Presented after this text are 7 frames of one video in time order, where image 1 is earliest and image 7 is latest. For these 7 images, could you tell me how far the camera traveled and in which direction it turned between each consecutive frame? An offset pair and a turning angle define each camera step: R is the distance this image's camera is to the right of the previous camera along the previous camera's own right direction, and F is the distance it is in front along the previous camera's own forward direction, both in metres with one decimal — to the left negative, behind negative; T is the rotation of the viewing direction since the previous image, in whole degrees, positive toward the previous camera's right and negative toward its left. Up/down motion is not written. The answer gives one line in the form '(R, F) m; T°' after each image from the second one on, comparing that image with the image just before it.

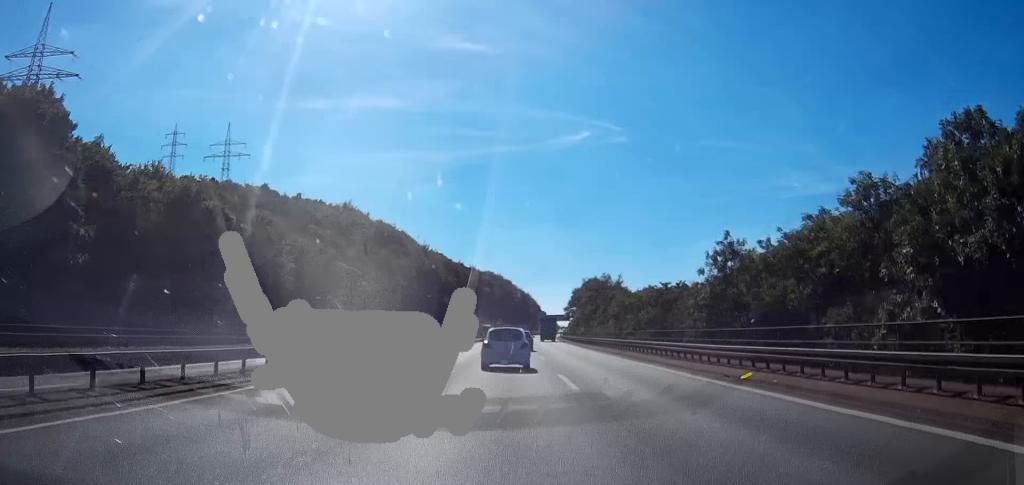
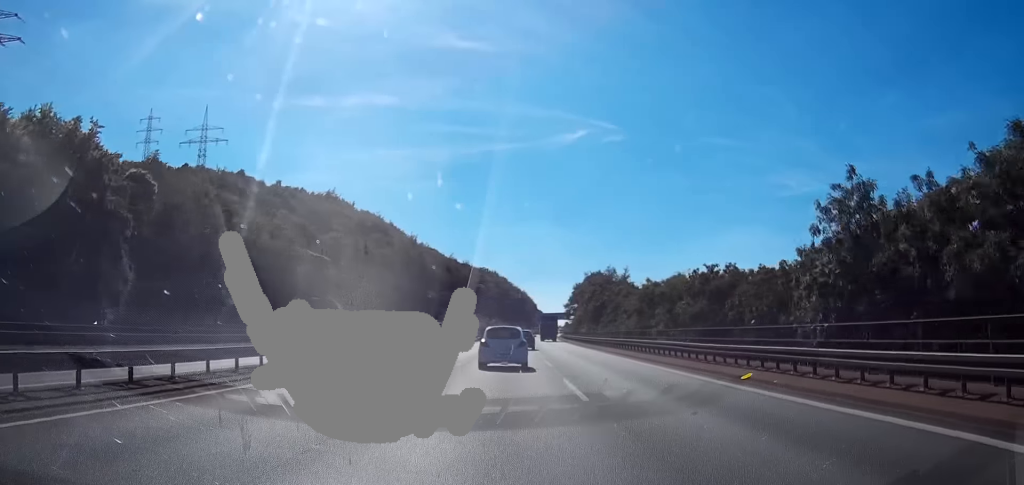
(+0.2, +21.2) m; 0°
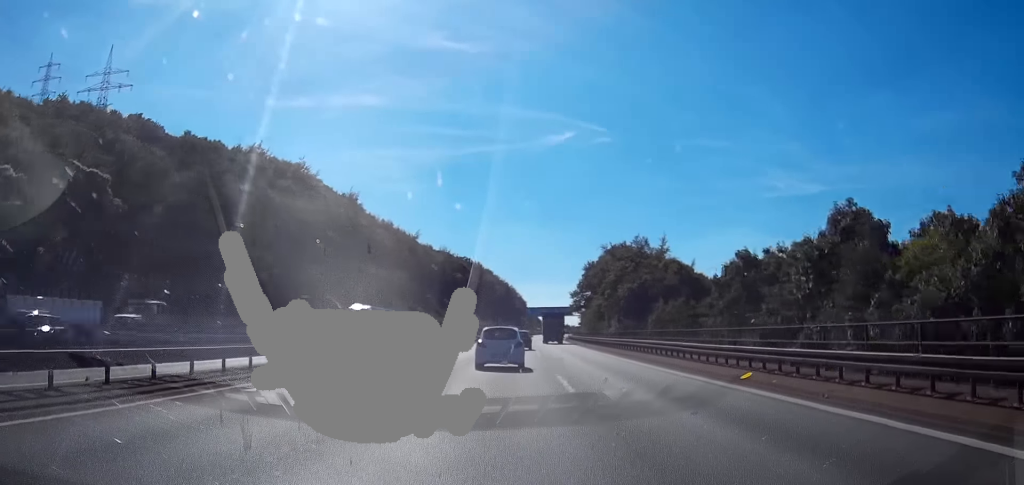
(+1.0, +71.0) m; +2°
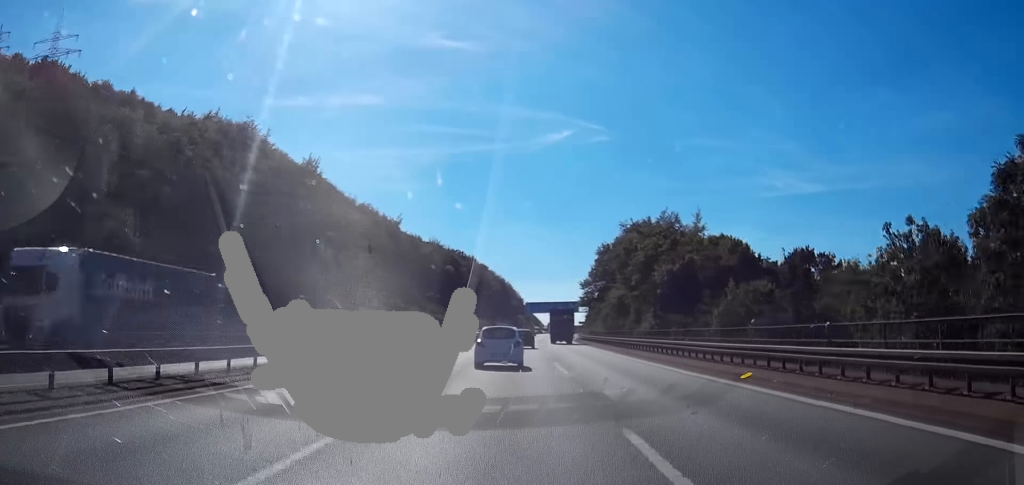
(+0.2, +30.5) m; +1°
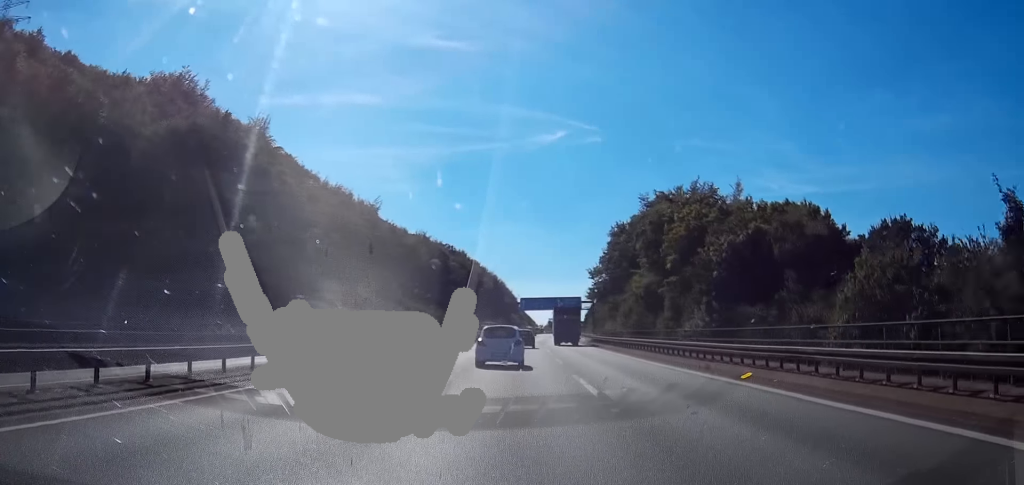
(0.0, +24.7) m; 0°
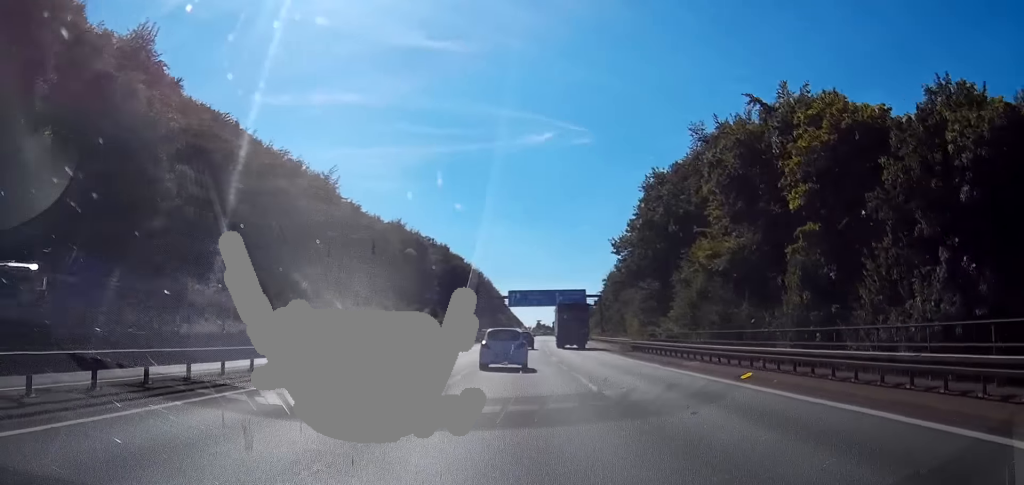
(+0.4, +34.0) m; +1°
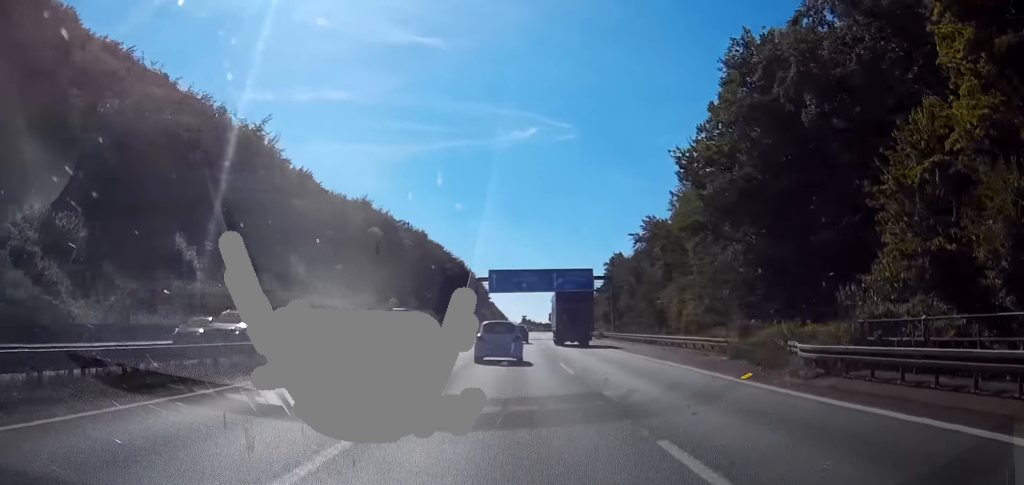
(+0.3, +32.0) m; 0°
